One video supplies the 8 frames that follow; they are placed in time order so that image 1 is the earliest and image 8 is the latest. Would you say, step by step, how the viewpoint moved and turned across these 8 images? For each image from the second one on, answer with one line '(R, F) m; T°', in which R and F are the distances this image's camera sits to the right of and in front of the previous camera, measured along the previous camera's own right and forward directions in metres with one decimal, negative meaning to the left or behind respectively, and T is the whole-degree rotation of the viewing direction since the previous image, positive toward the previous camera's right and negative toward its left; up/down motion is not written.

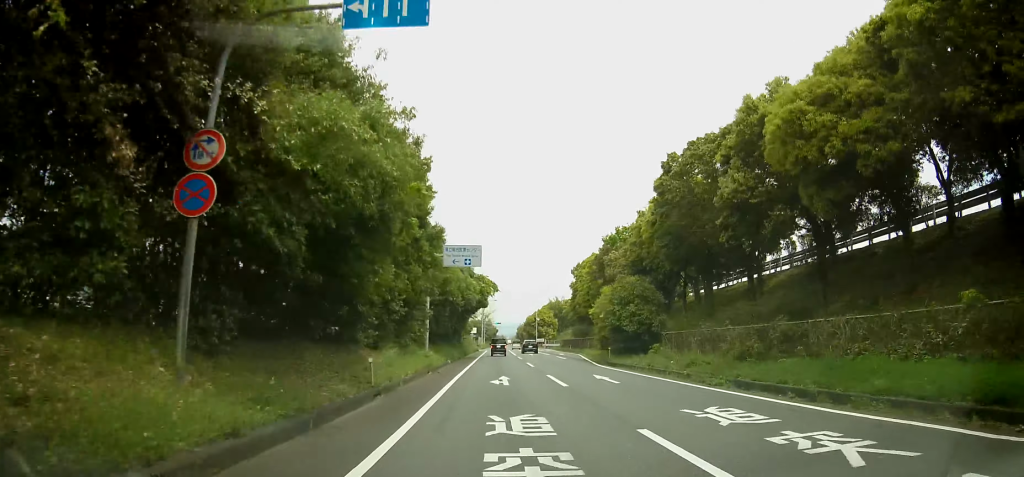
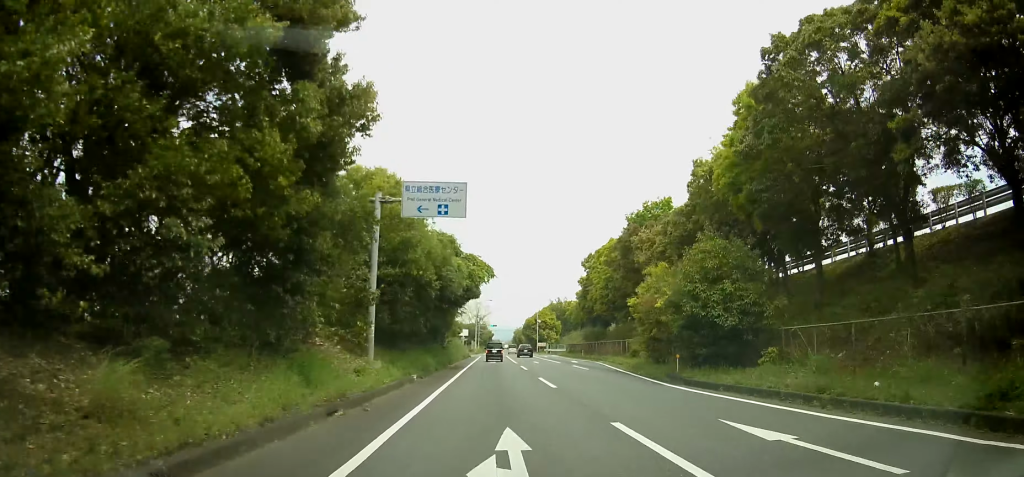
(-0.2, +14.7) m; 0°
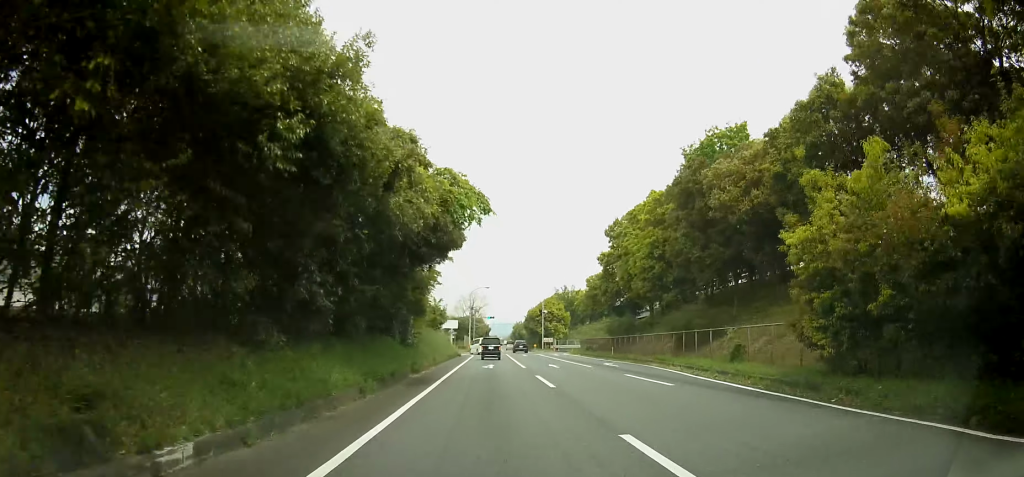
(+0.1, +18.4) m; 0°
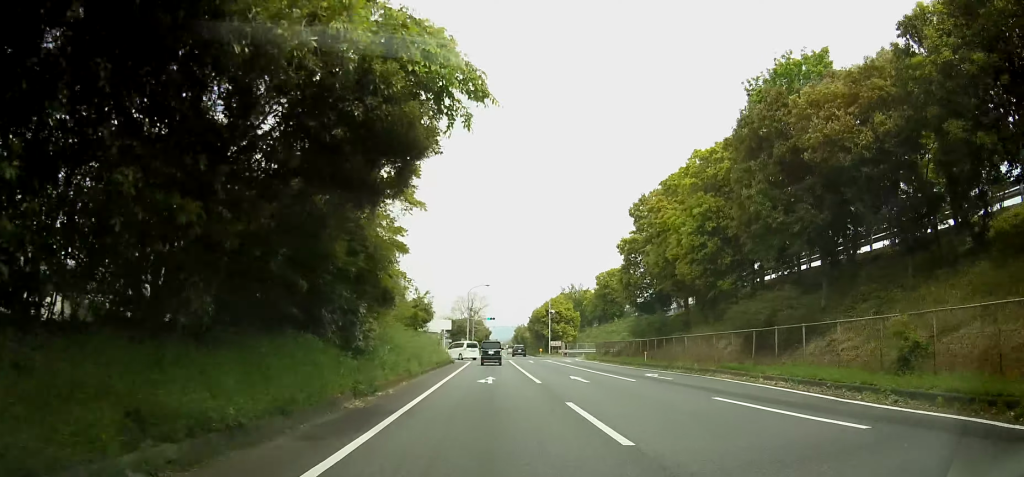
(0.0, +11.0) m; 0°
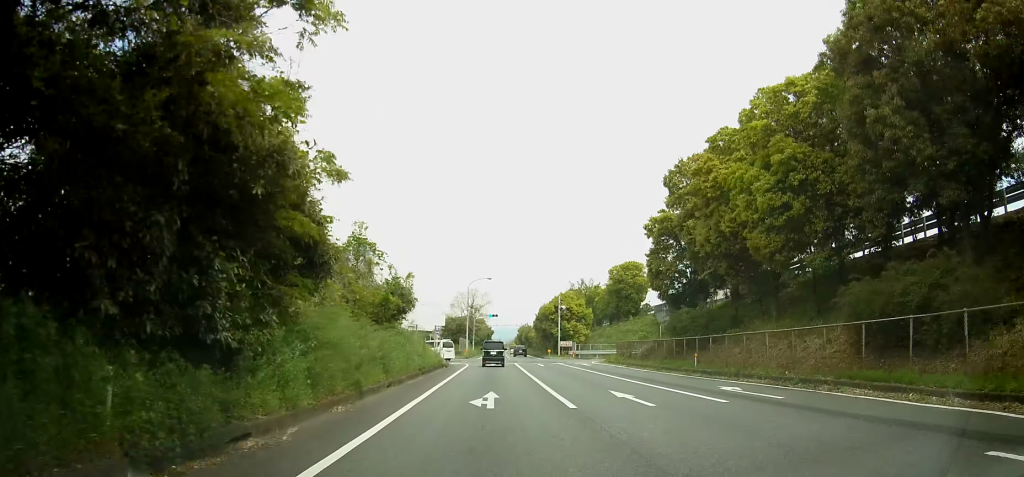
(-0.1, +9.1) m; 0°
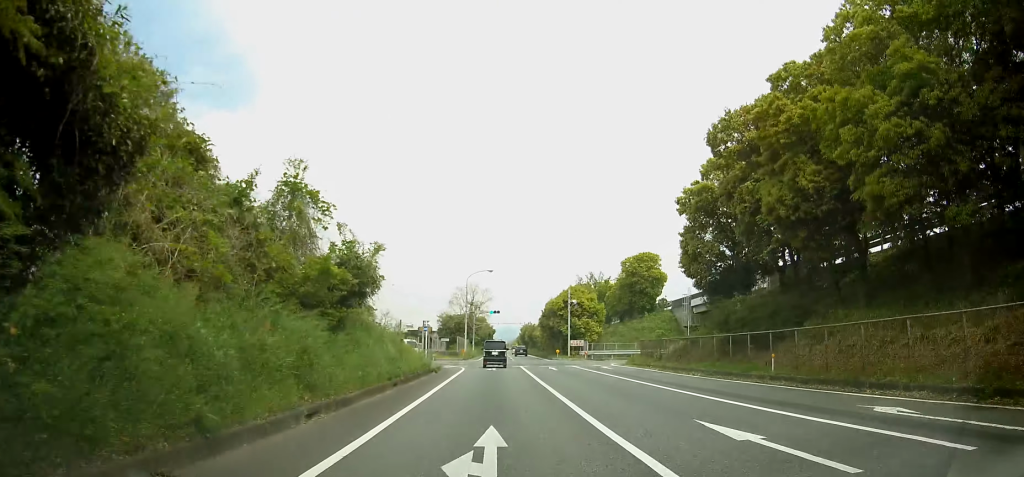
(0.0, +7.9) m; 0°
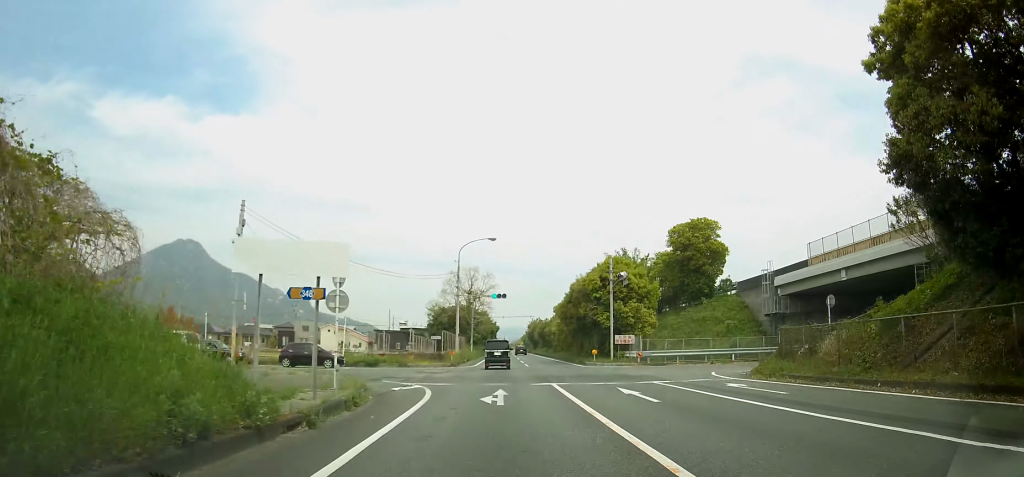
(0.0, +20.9) m; 0°
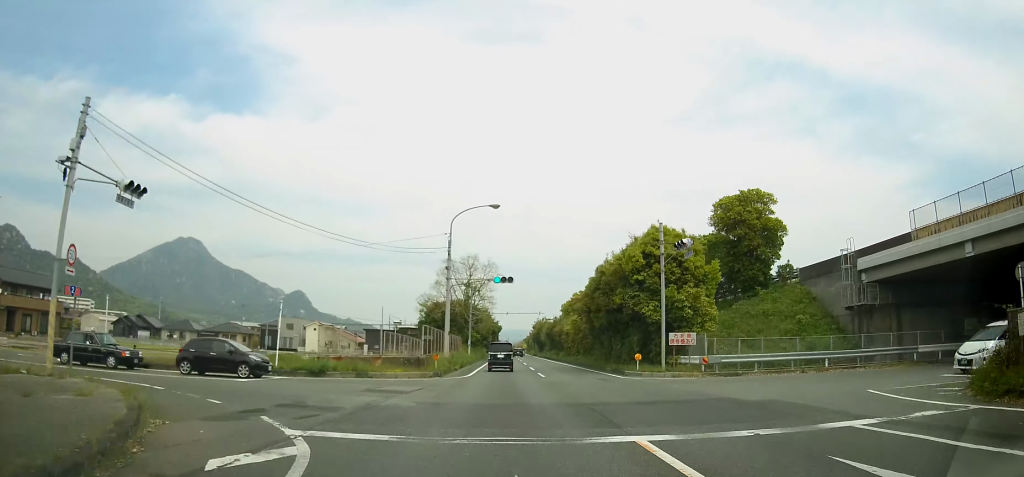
(+0.1, +12.1) m; 0°
